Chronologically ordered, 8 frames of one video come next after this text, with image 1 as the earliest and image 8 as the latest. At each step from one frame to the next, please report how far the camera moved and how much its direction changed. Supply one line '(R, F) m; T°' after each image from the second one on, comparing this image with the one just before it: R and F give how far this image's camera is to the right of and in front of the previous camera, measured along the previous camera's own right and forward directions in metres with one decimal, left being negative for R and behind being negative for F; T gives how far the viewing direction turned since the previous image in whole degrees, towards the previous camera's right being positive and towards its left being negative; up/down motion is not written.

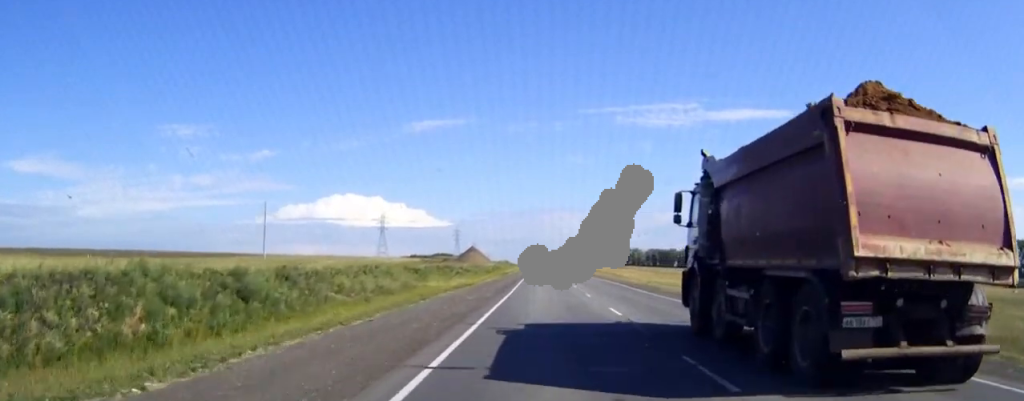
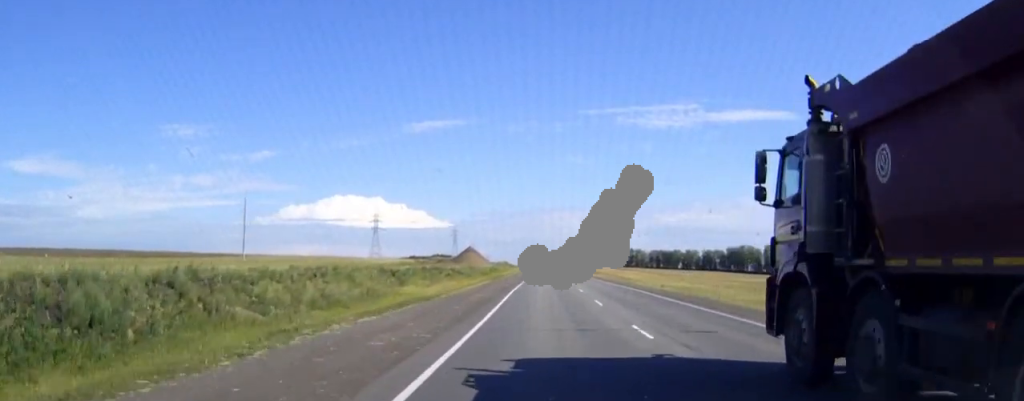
(0.0, +17.6) m; 0°
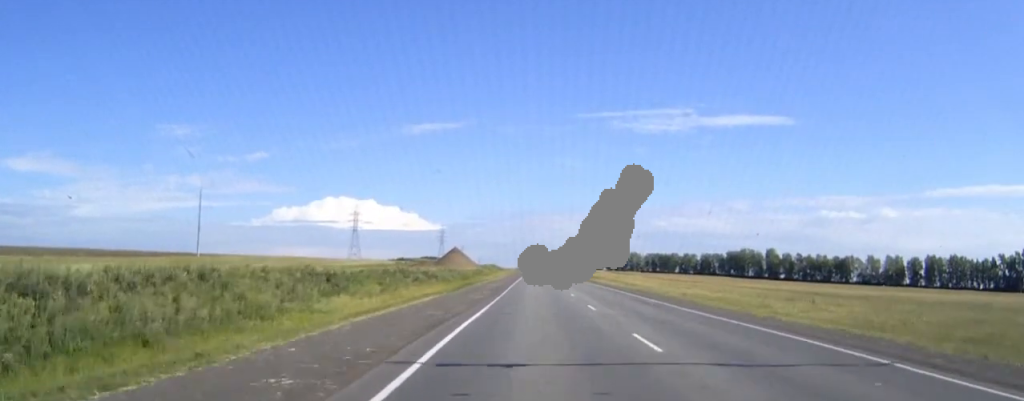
(0.0, +26.2) m; 0°
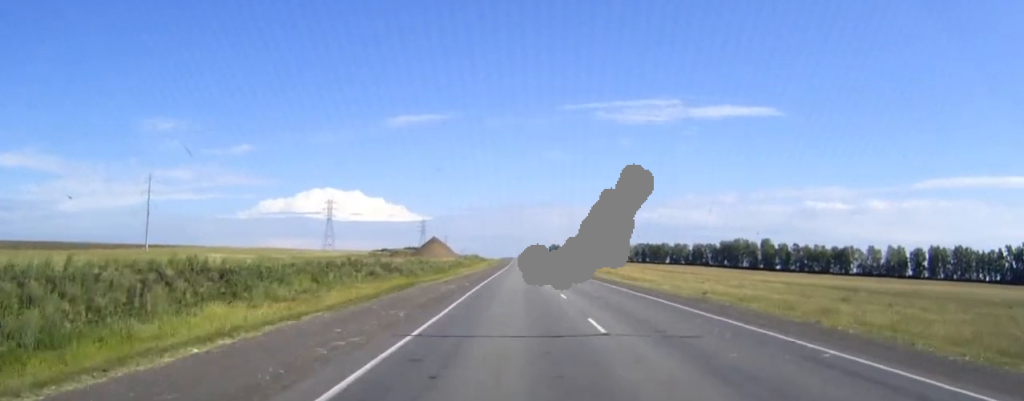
(+0.2, +21.6) m; +1°
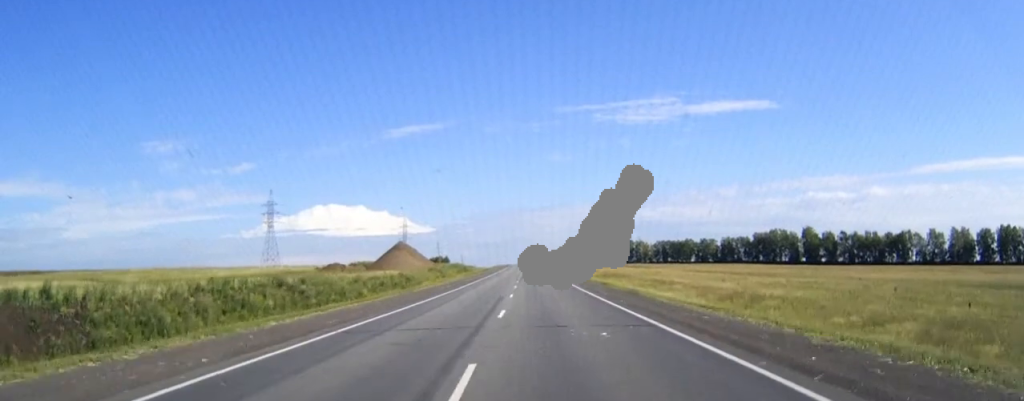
(+0.5, +79.0) m; 0°
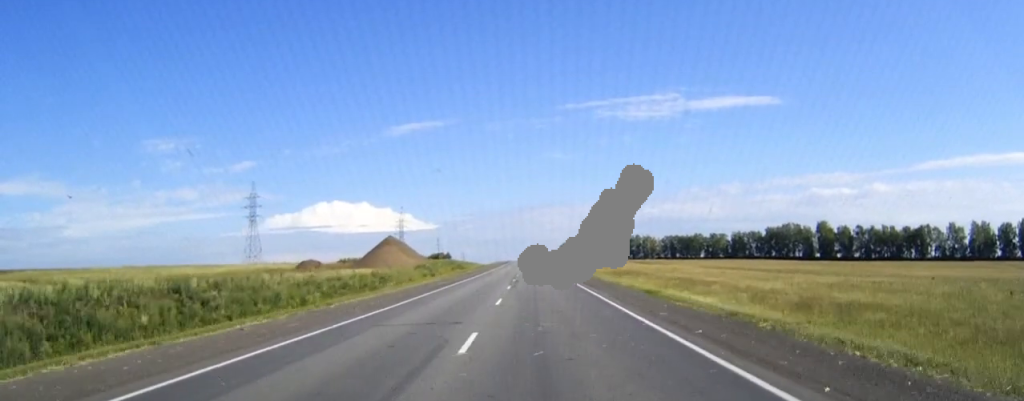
(0.0, +20.0) m; 0°
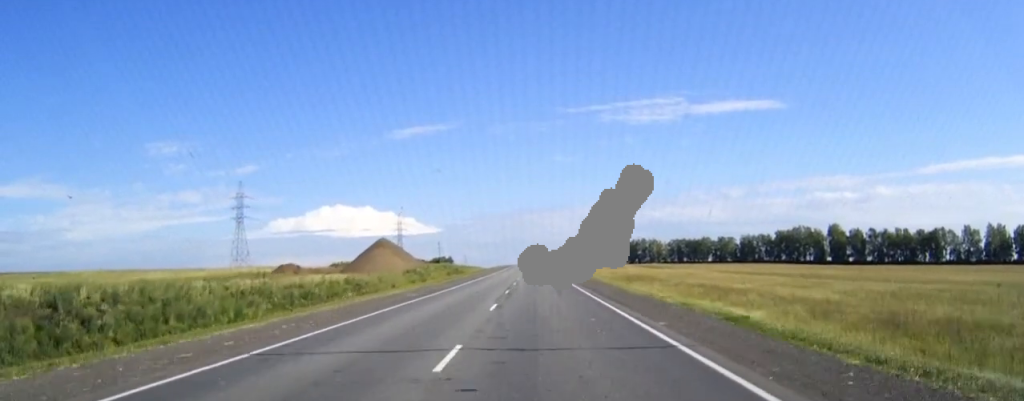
(-0.1, +13.6) m; 0°
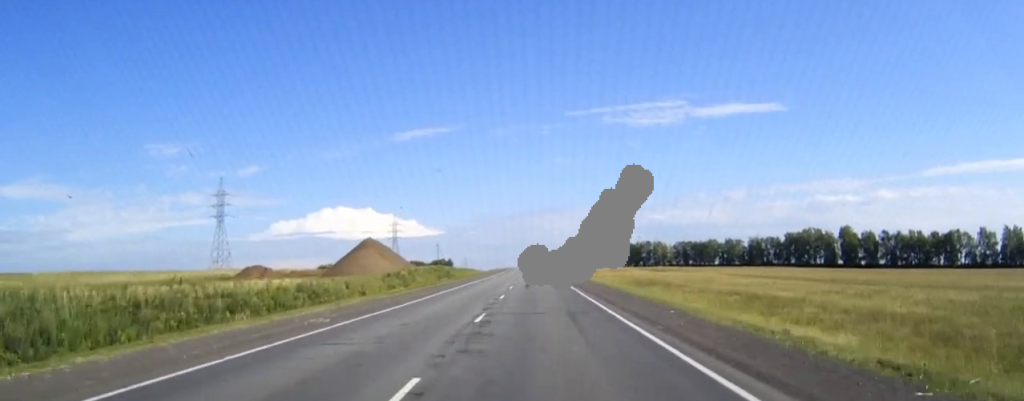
(-0.1, +15.6) m; 0°
